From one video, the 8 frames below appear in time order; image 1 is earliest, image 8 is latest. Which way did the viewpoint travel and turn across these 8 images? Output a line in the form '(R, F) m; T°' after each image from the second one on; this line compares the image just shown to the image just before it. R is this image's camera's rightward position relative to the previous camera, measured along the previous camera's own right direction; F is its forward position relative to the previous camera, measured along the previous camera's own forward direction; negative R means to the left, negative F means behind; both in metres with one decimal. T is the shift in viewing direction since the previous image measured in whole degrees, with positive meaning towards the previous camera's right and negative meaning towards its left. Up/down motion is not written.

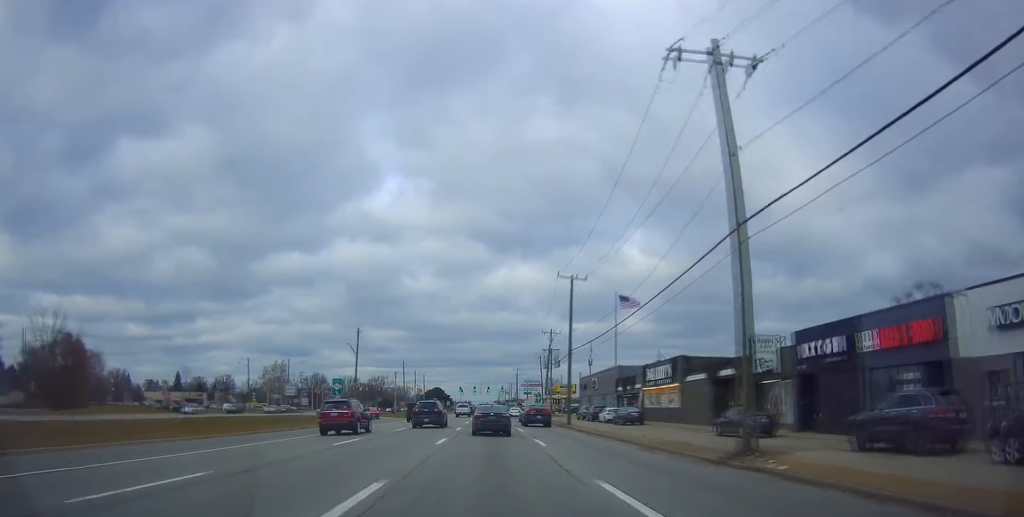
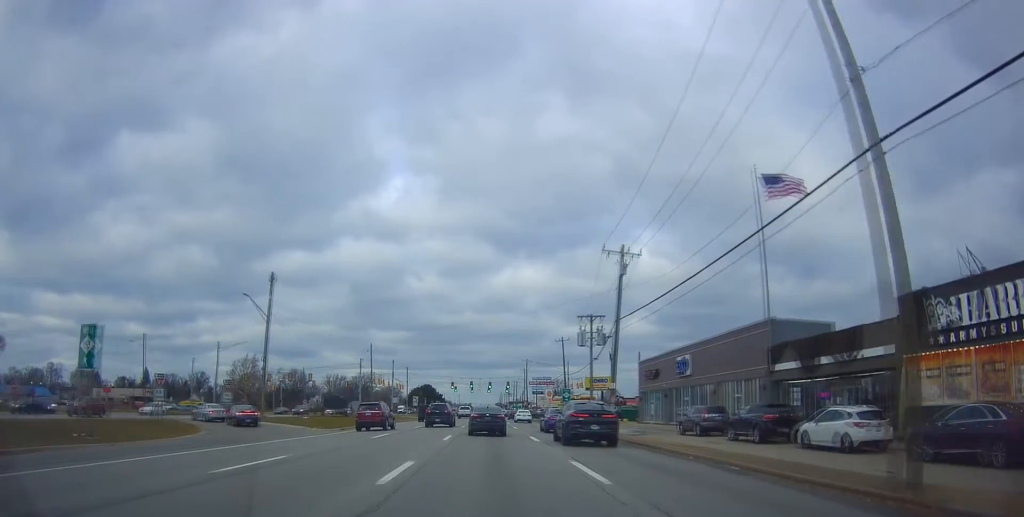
(+1.4, +39.2) m; +1°
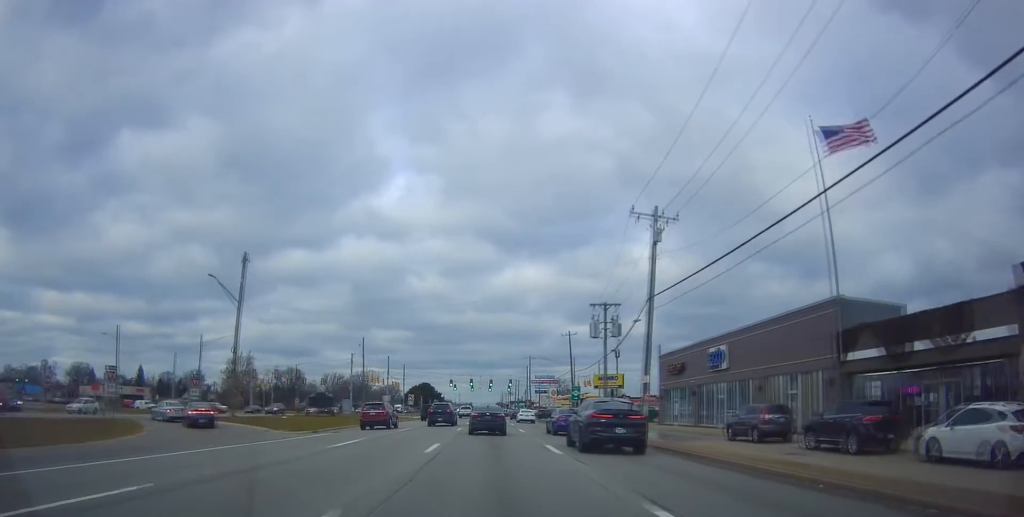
(-0.2, +7.2) m; 0°
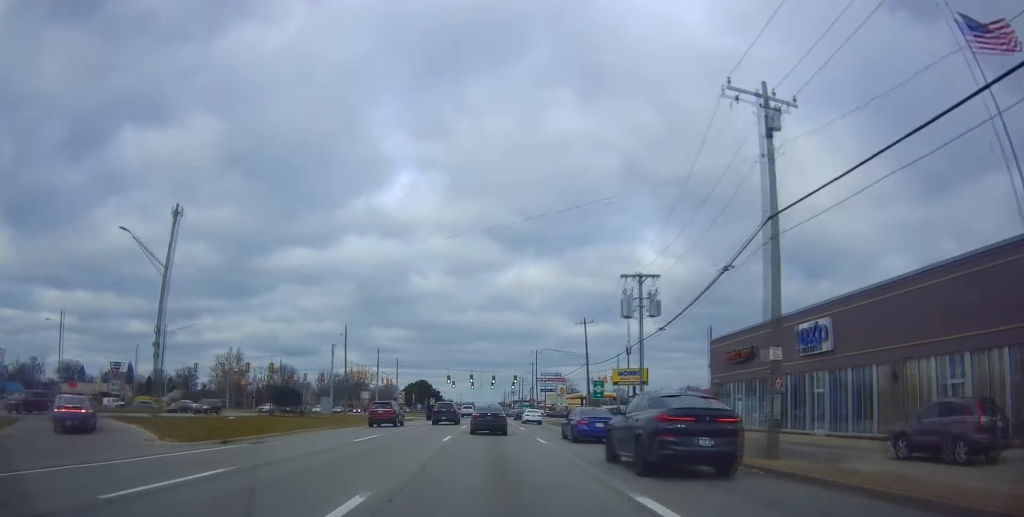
(+0.1, +12.9) m; -1°
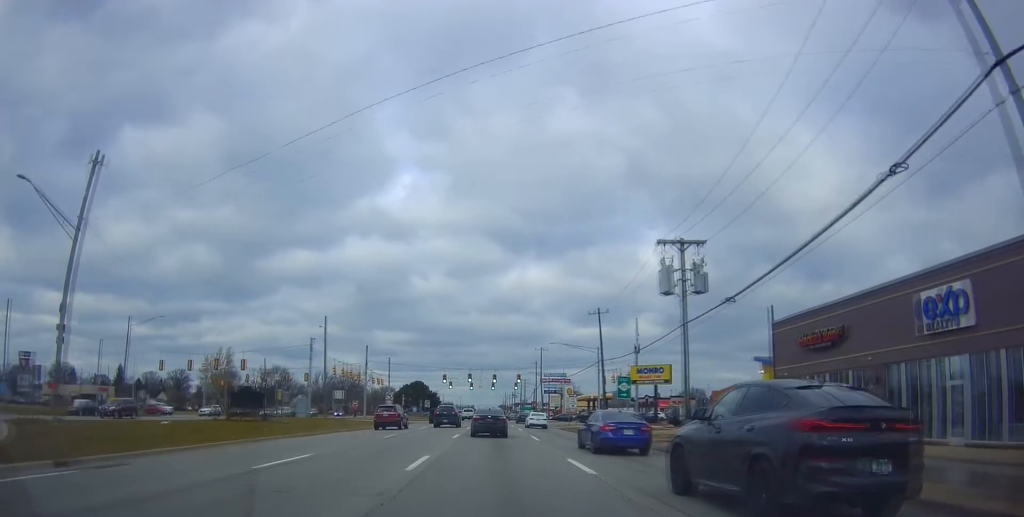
(+0.2, +10.2) m; -1°
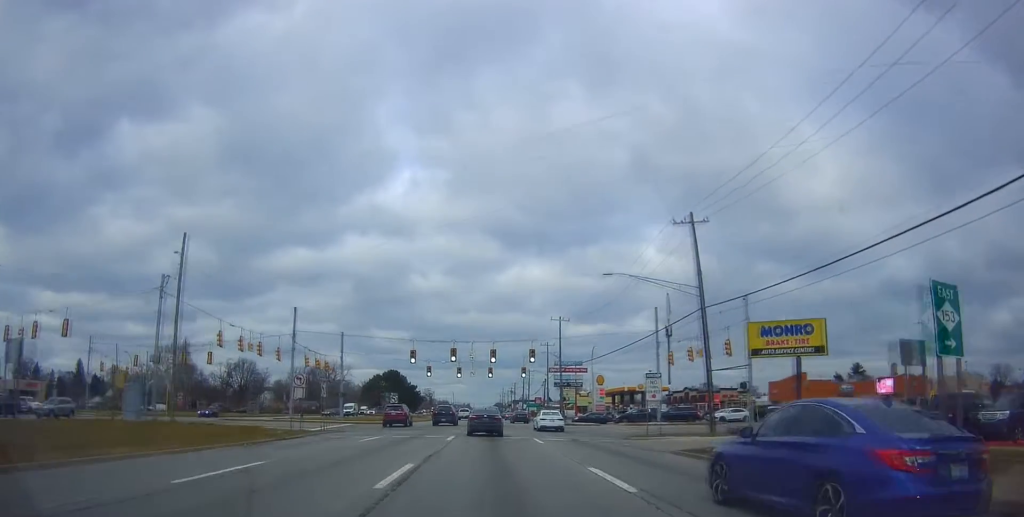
(0.0, +34.4) m; 0°
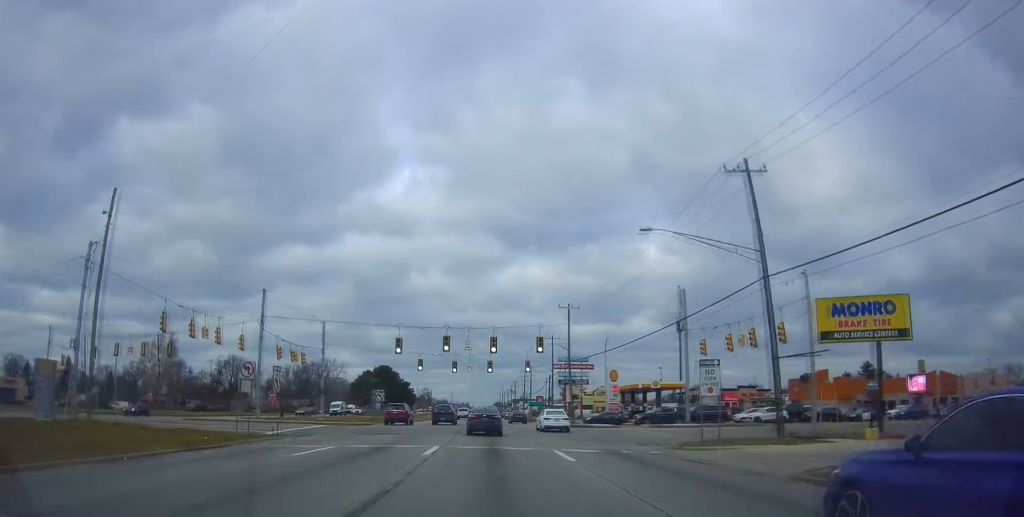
(-0.4, +8.9) m; 0°
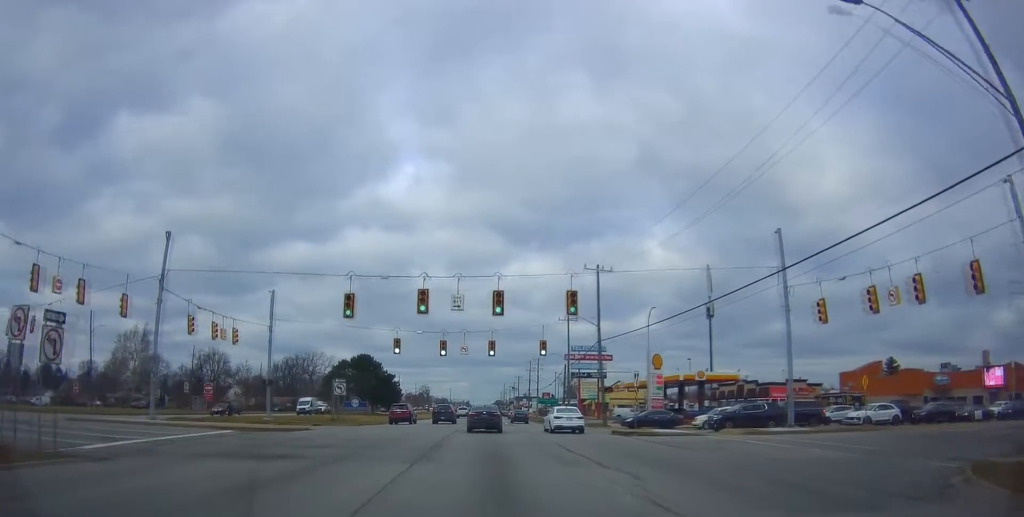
(+0.1, +17.9) m; +1°
